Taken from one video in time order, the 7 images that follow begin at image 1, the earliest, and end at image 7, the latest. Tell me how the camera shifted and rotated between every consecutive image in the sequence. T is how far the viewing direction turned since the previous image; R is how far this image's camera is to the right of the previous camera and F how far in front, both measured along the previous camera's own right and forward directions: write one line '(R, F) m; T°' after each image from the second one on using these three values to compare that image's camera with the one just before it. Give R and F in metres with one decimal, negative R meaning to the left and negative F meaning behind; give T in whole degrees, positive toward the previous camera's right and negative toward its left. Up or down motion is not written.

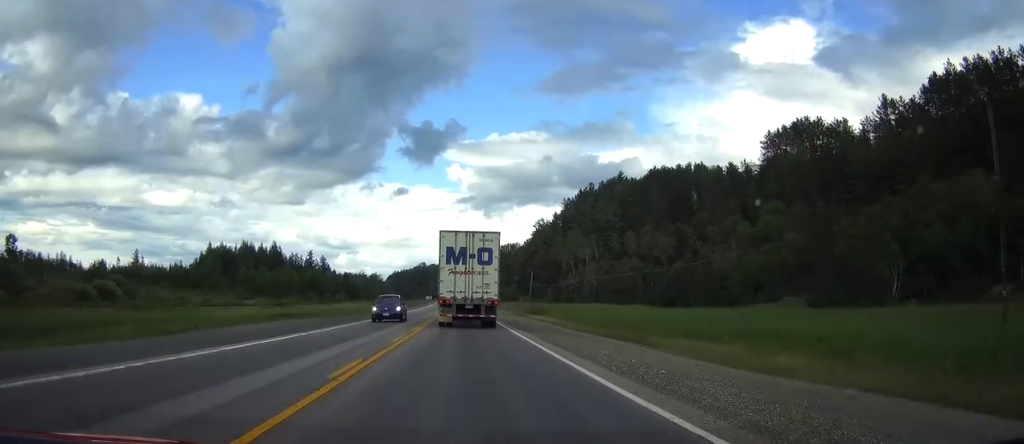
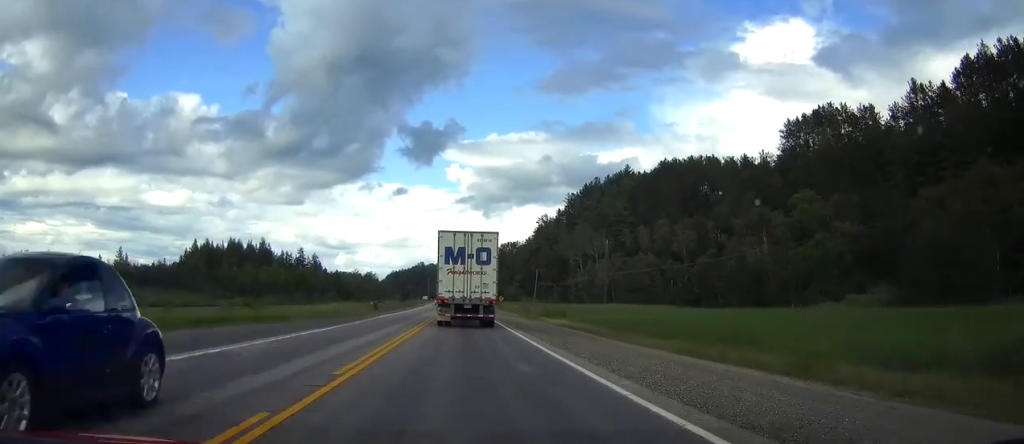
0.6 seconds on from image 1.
(+0.1, +15.6) m; 0°
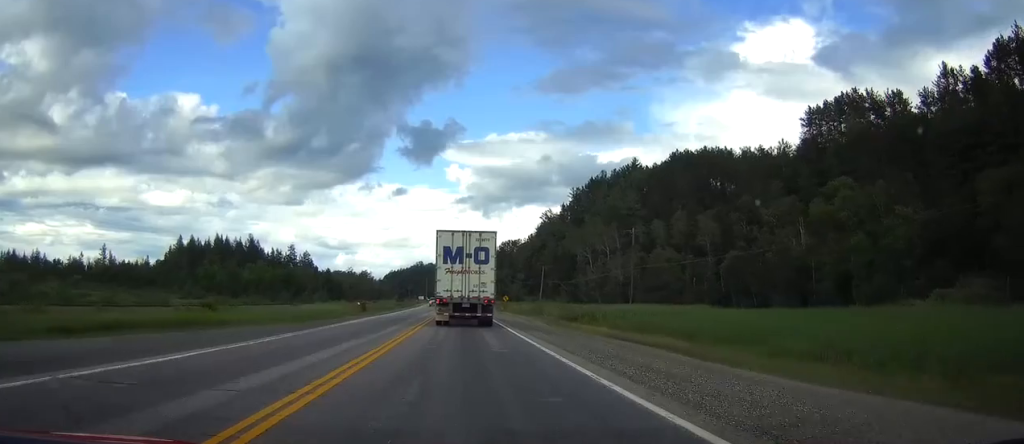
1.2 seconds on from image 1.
(0.0, +14.7) m; 0°
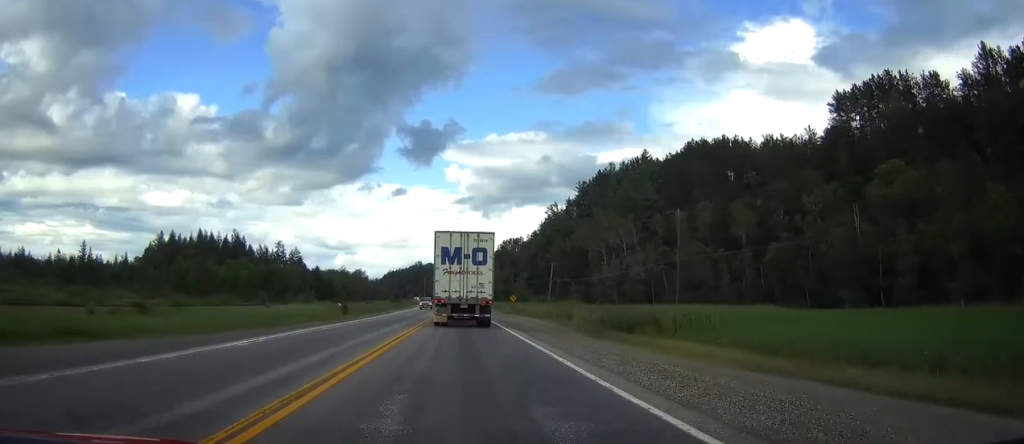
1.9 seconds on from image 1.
(0.0, +17.2) m; 0°
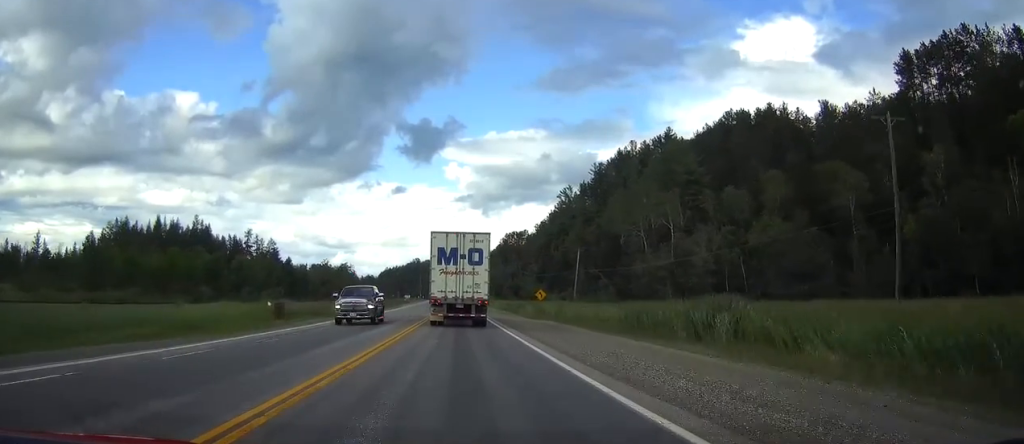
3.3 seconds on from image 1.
(0.0, +34.4) m; 0°
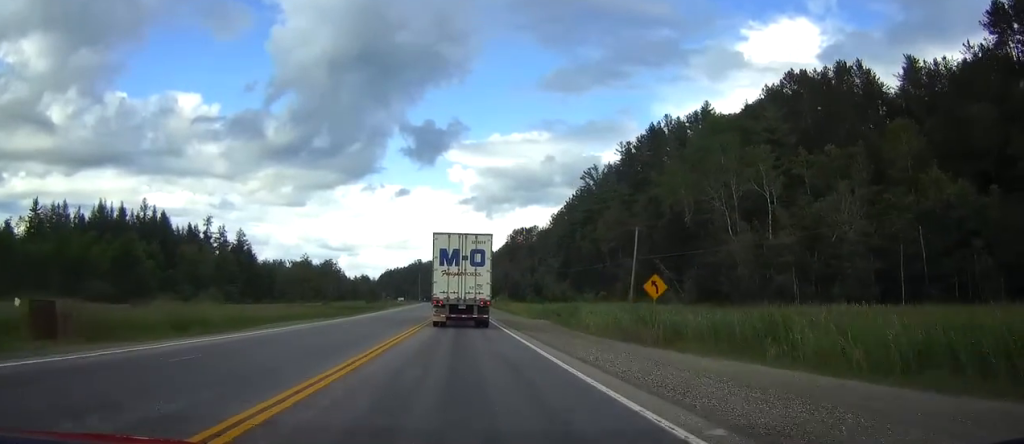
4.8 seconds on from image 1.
(+0.1, +37.0) m; 0°
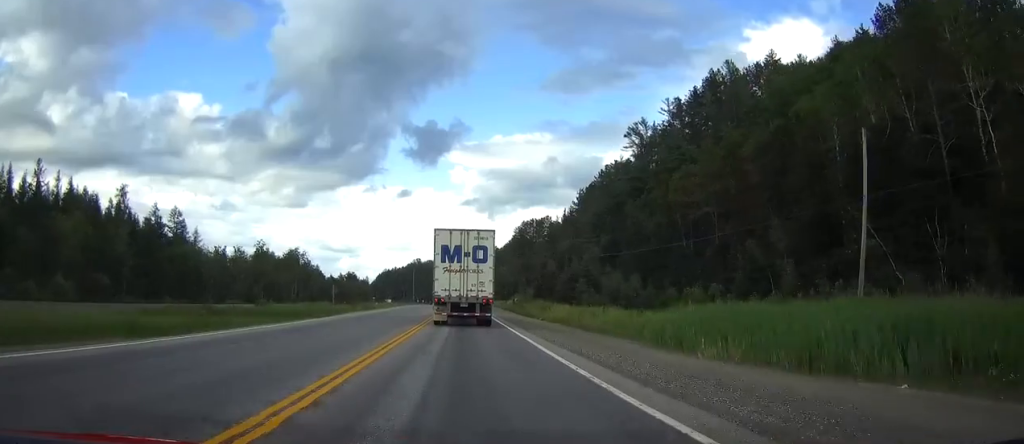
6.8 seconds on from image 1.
(-0.4, +47.7) m; -1°
